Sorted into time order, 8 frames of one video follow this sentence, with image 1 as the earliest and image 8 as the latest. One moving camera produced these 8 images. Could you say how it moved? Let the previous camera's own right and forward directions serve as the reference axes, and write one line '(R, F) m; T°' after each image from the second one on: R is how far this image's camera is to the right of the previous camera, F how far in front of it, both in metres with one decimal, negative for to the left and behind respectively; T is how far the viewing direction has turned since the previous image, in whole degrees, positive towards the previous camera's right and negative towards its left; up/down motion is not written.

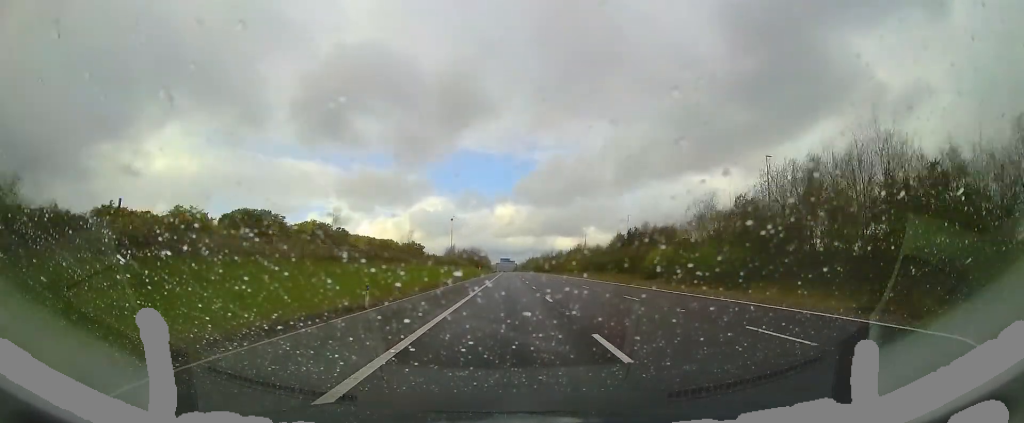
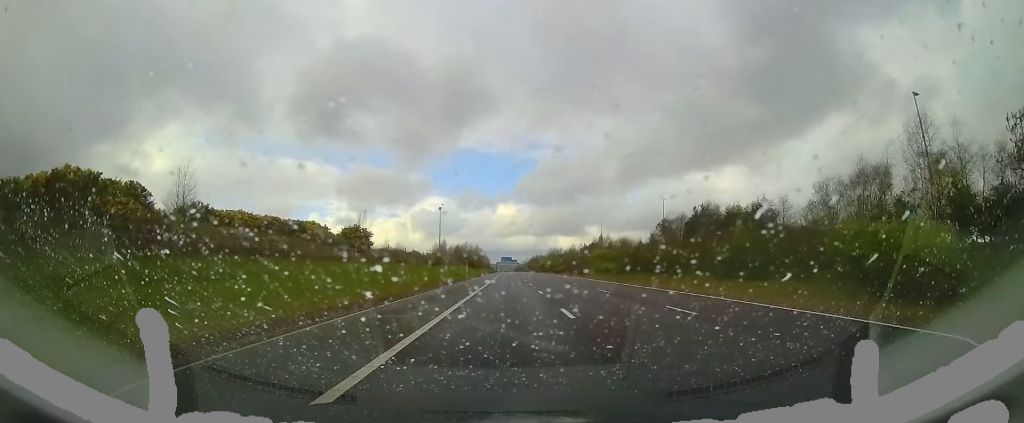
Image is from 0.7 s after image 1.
(+0.5, +22.5) m; 0°
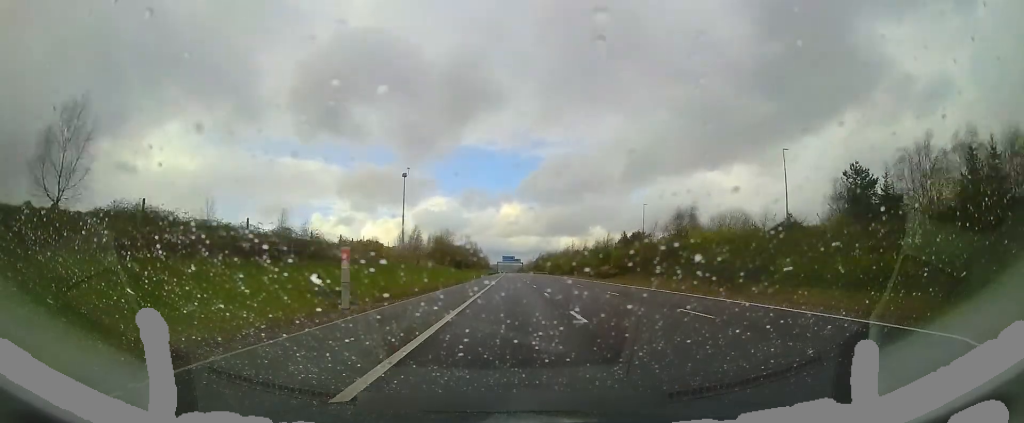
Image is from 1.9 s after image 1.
(-0.7, +35.6) m; -1°
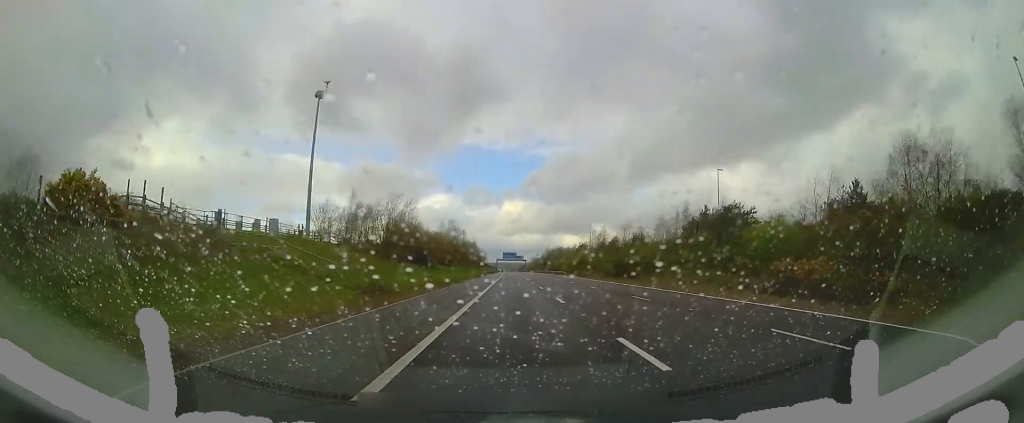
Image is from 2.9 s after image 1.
(+0.2, +30.5) m; 0°
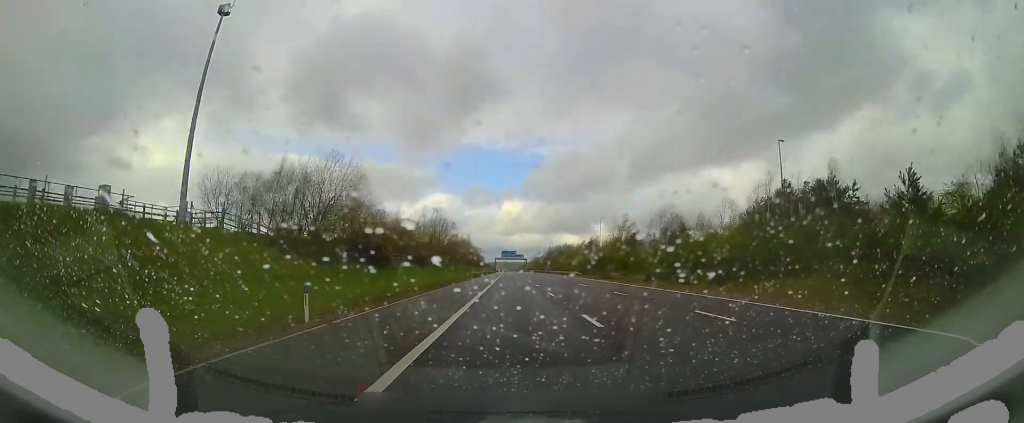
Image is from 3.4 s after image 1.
(-0.1, +14.2) m; 0°
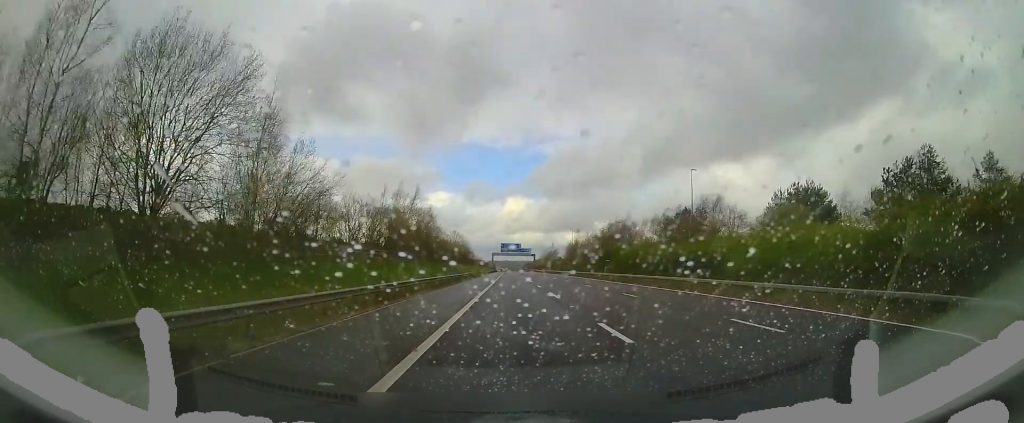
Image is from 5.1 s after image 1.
(-0.1, +54.1) m; 0°
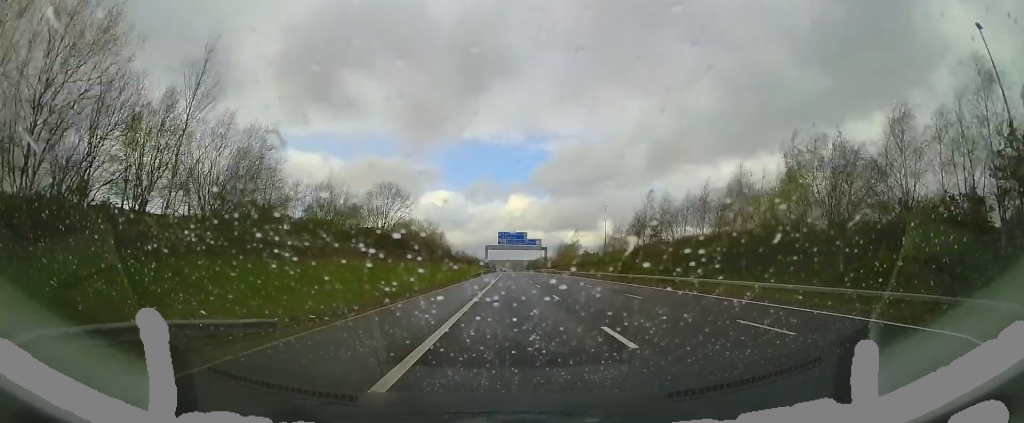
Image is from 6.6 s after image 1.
(+0.4, +44.6) m; +1°
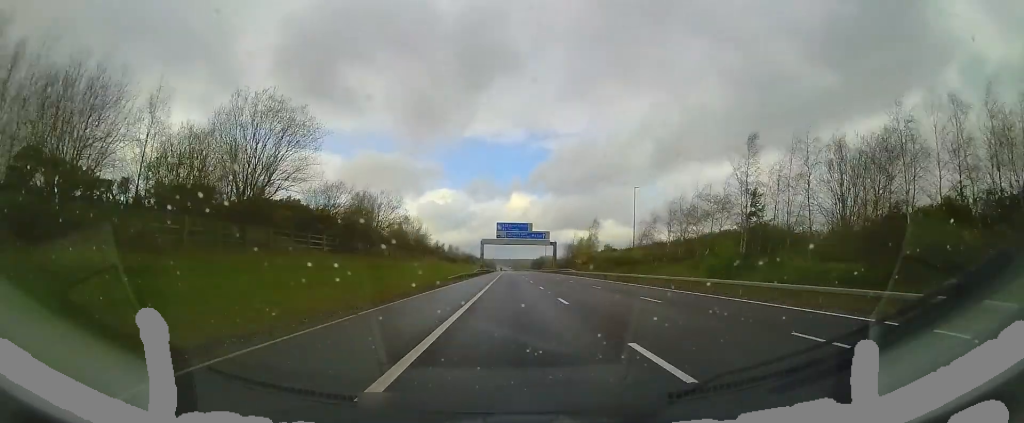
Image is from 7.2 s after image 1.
(+0.1, +19.8) m; 0°
